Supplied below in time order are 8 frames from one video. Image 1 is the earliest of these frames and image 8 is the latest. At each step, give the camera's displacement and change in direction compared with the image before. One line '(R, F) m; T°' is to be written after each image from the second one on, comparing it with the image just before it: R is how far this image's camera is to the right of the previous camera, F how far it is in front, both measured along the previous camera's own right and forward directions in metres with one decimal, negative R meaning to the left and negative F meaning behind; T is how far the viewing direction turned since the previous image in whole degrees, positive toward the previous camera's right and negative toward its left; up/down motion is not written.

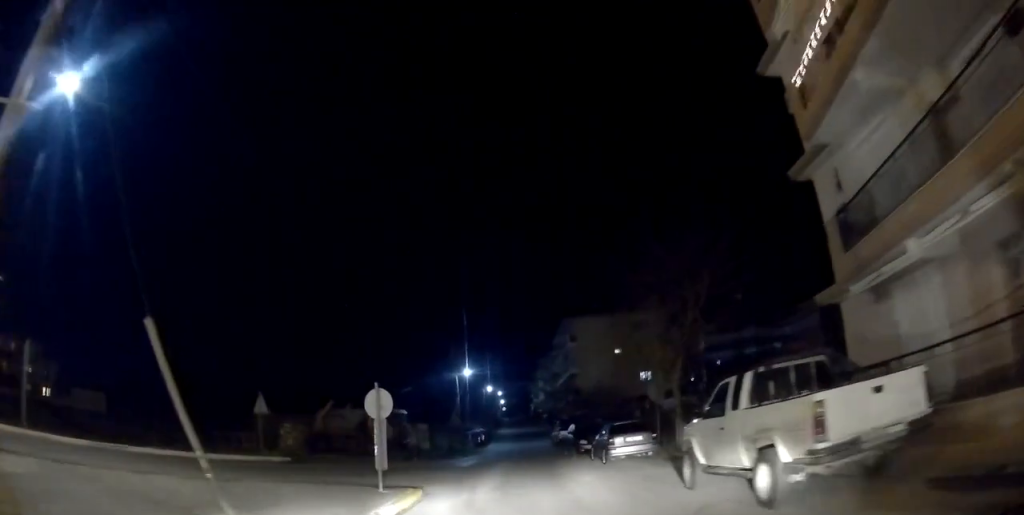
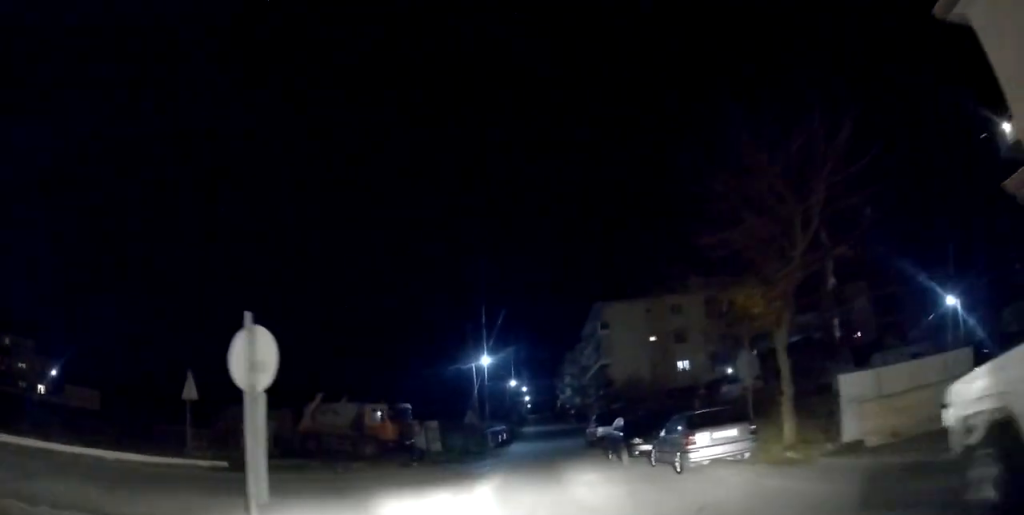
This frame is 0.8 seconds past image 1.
(0.0, +6.3) m; -2°
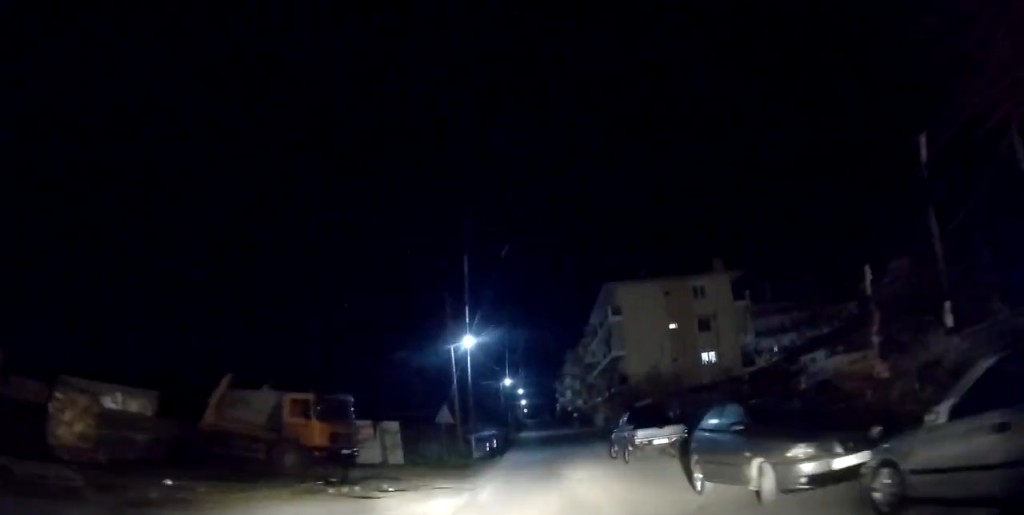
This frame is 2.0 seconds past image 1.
(-0.4, +10.4) m; +1°
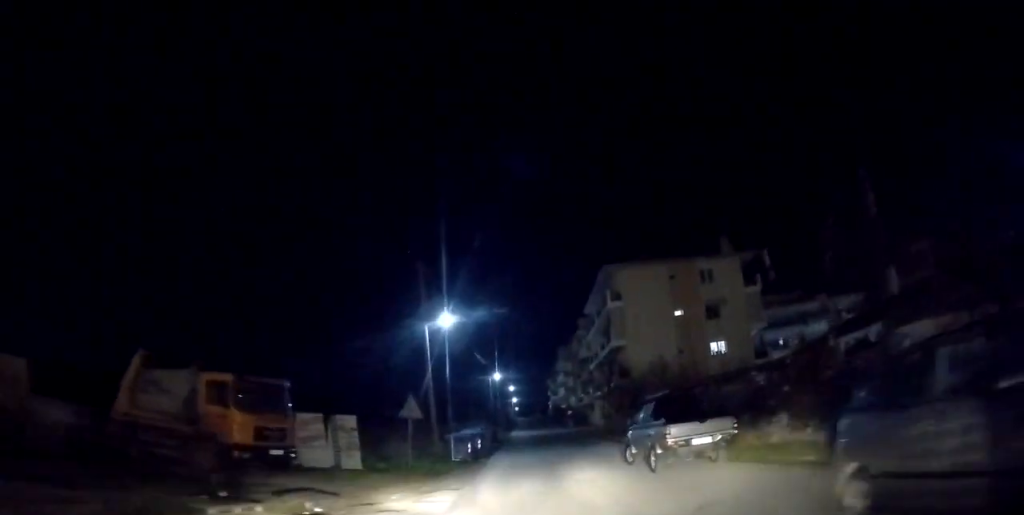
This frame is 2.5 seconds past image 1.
(+0.2, +5.2) m; +1°
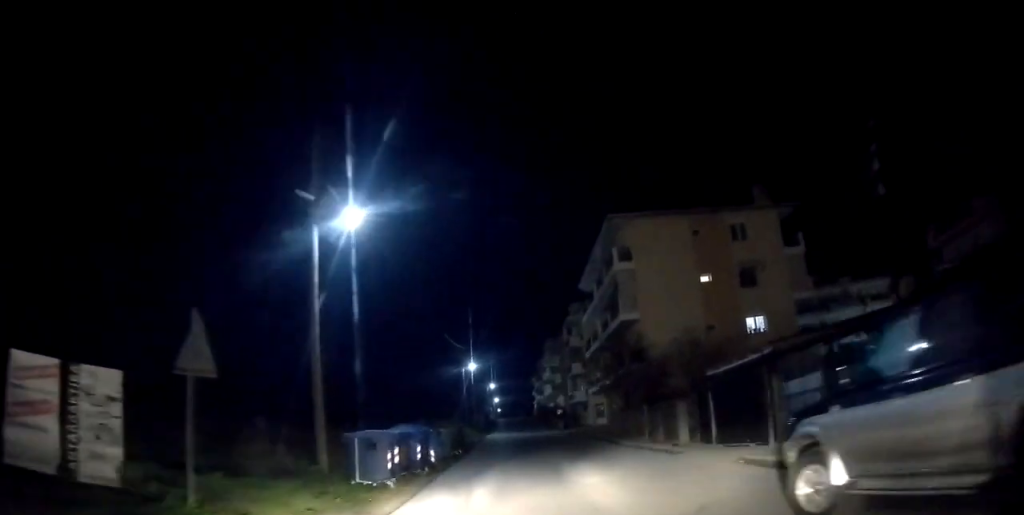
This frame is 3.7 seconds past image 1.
(+0.3, +11.9) m; +1°
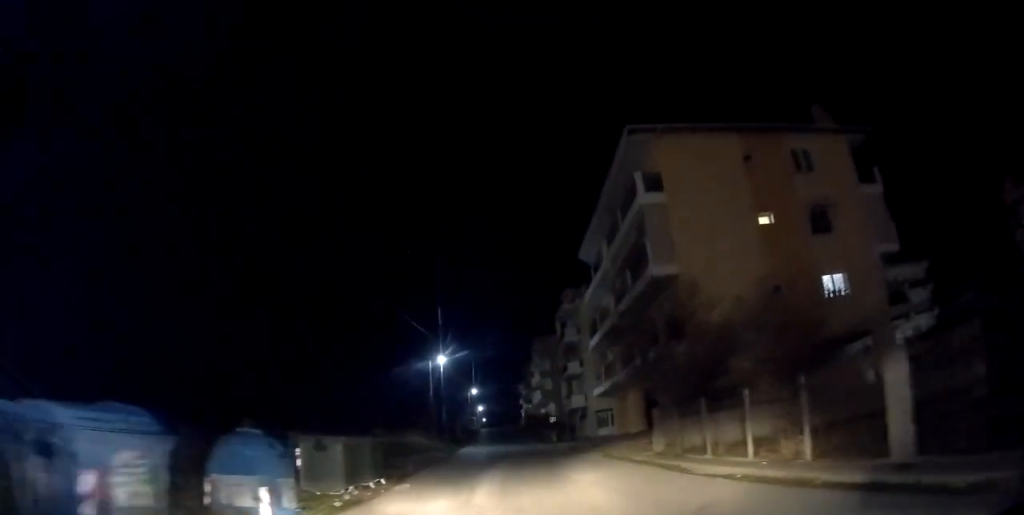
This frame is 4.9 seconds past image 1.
(0.0, +12.3) m; +1°
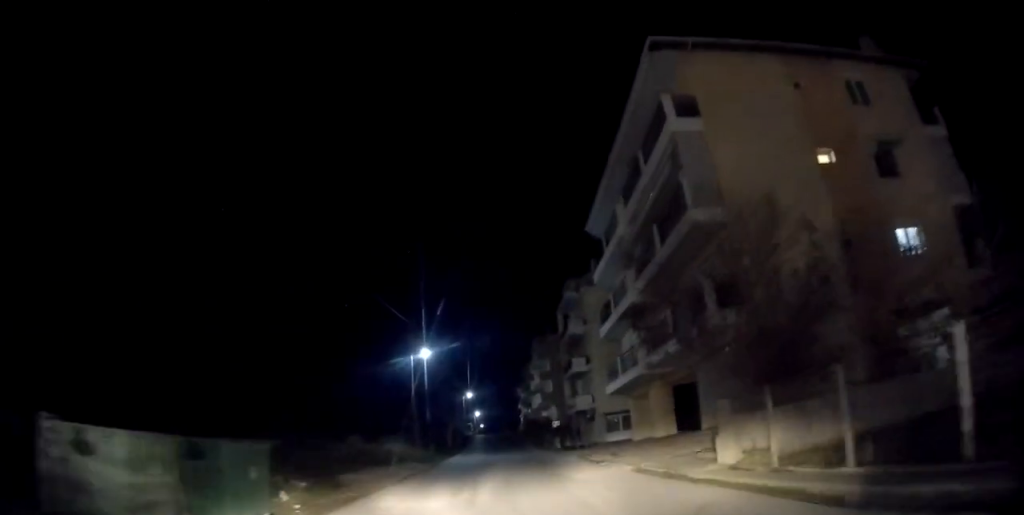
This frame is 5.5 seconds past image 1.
(0.0, +6.7) m; 0°
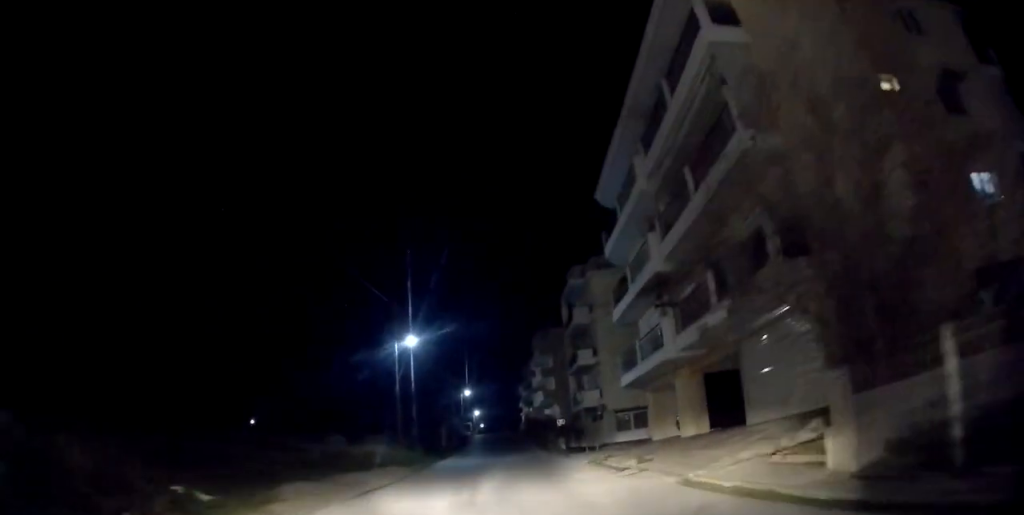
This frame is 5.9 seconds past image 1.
(+0.1, +4.7) m; -1°
